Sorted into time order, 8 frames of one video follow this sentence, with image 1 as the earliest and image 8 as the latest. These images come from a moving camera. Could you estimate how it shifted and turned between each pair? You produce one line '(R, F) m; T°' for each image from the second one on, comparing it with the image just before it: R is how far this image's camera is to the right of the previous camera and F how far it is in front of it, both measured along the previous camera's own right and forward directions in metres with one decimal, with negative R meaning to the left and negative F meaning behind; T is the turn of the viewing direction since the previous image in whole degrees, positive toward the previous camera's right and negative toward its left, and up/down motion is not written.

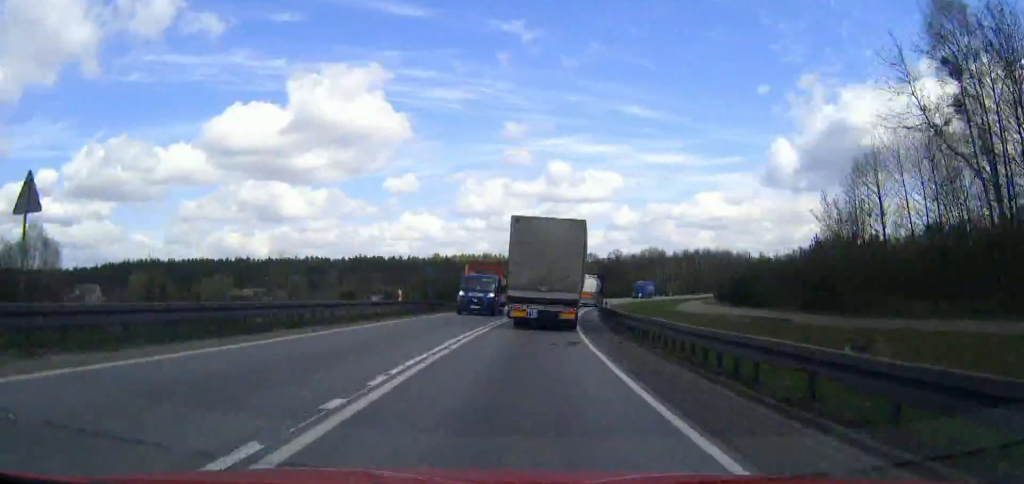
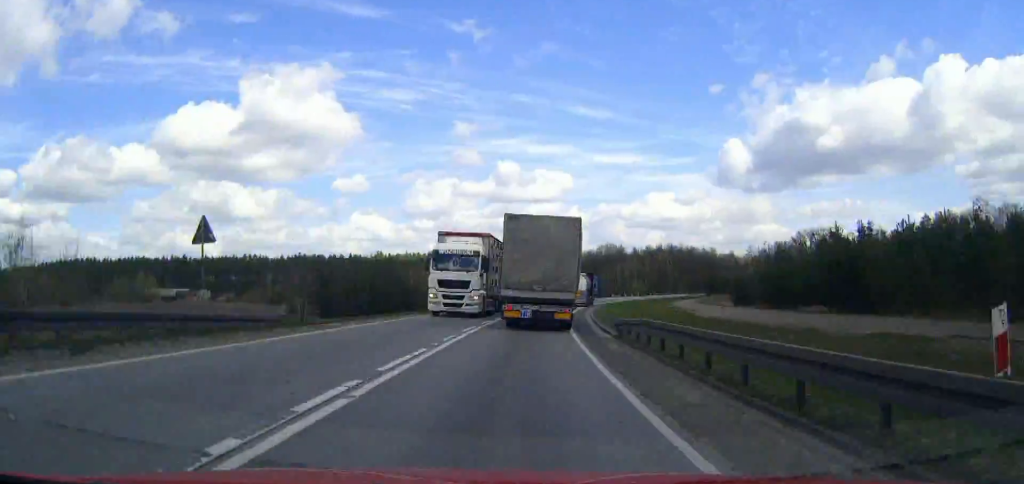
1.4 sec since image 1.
(+1.4, +29.9) m; +4°
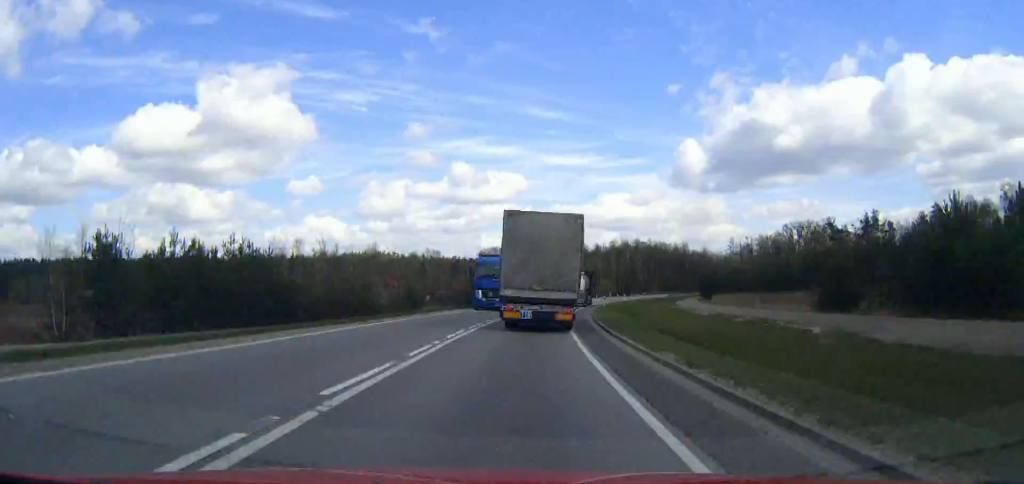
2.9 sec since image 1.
(+0.8, +32.0) m; +4°
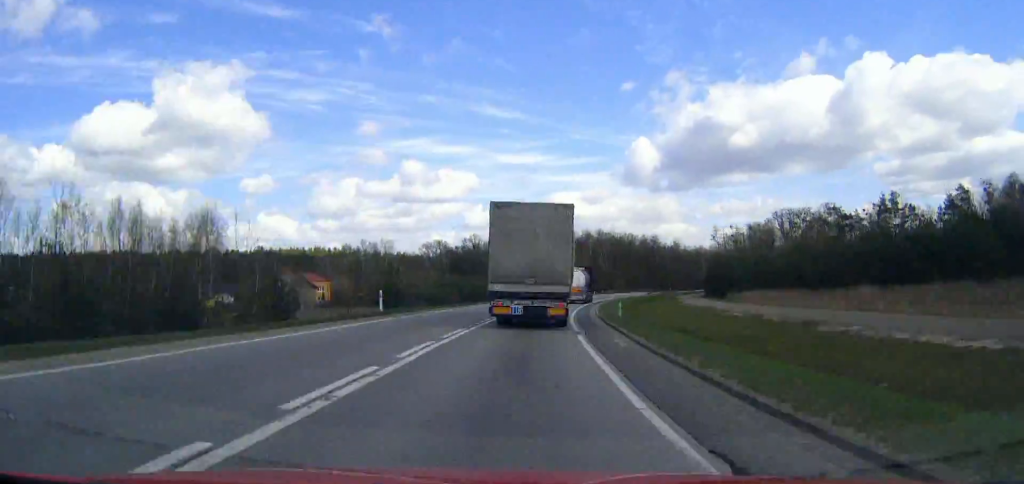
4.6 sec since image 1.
(+1.7, +36.2) m; +4°
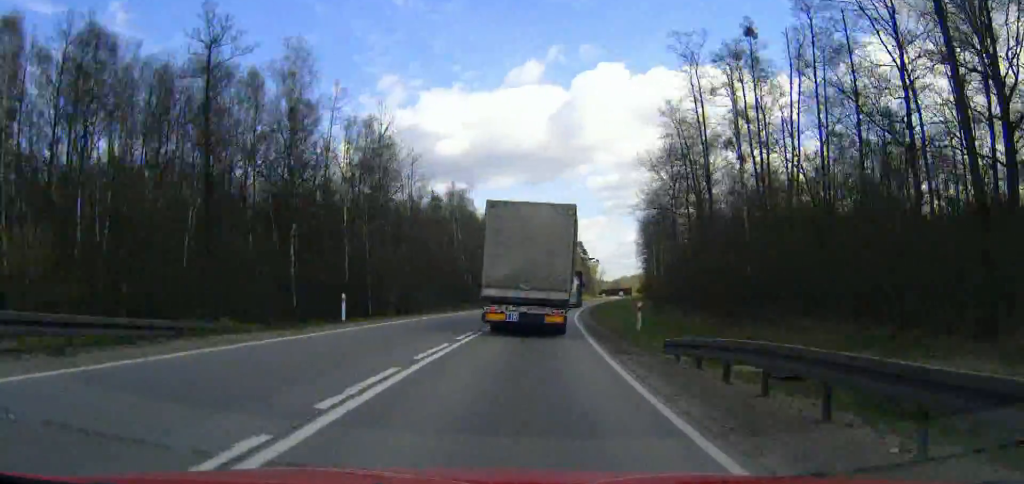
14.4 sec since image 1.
(+42.7, +202.5) m; +23°
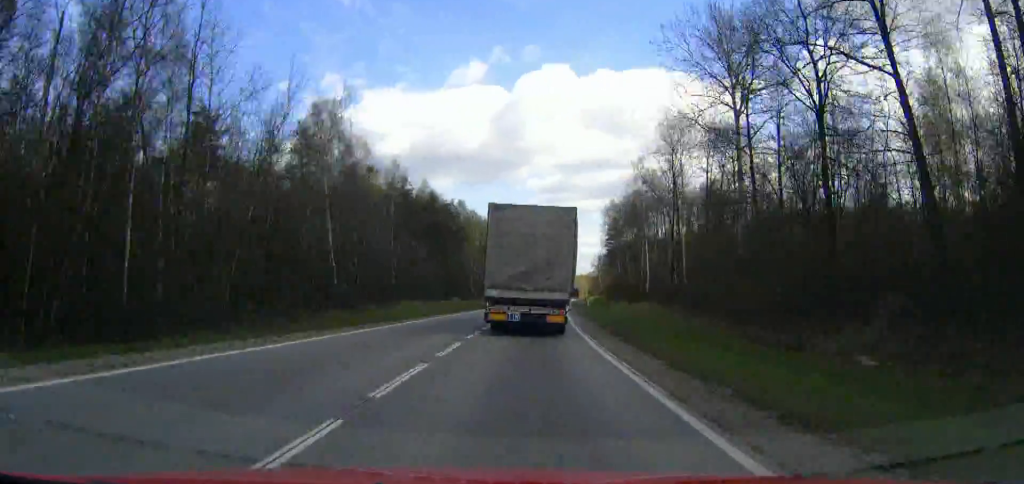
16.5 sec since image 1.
(+1.5, +45.5) m; +3°
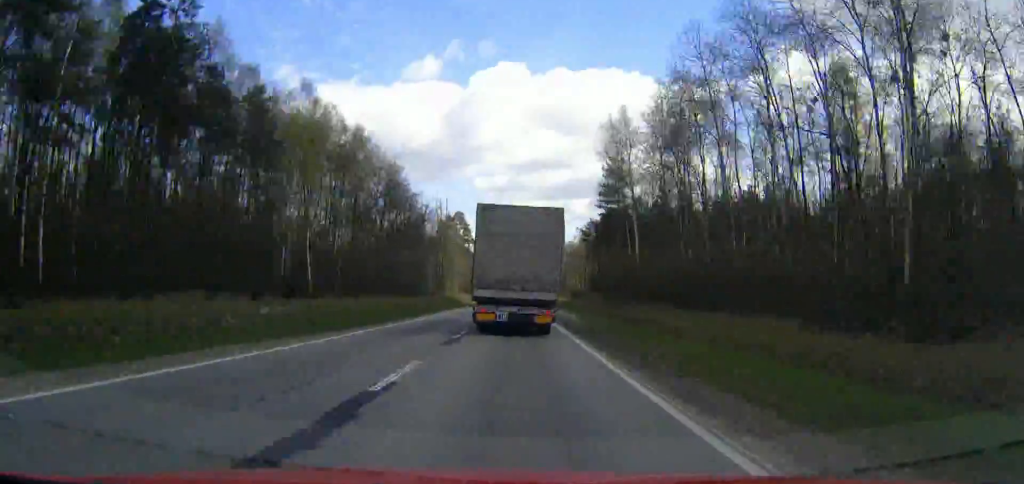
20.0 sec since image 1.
(+2.4, +76.0) m; +2°
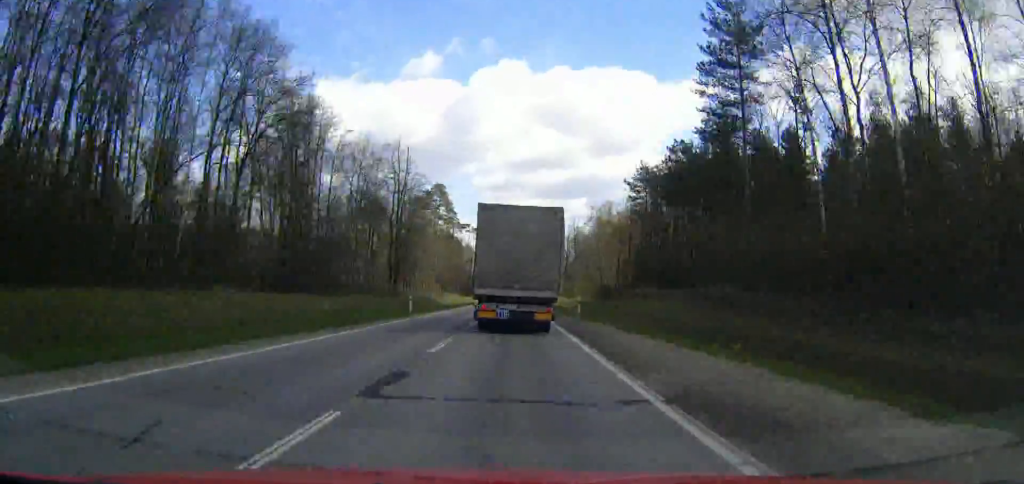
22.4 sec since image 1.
(+0.3, +51.2) m; 0°
